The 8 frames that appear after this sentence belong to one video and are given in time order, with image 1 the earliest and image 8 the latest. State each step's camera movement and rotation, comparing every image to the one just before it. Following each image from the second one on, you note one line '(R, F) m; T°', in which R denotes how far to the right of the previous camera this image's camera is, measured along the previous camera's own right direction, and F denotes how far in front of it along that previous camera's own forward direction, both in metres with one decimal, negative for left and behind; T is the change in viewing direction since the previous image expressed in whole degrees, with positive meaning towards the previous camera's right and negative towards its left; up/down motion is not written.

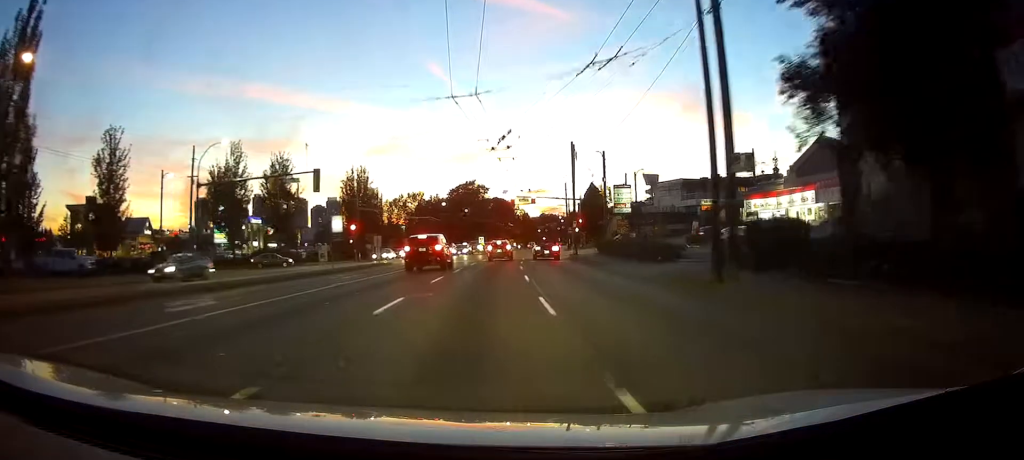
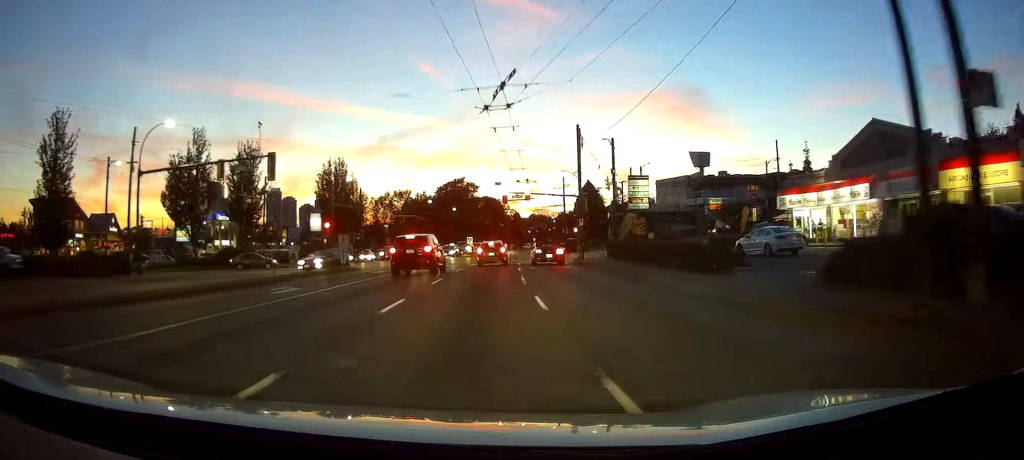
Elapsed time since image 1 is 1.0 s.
(+0.1, +8.2) m; +1°
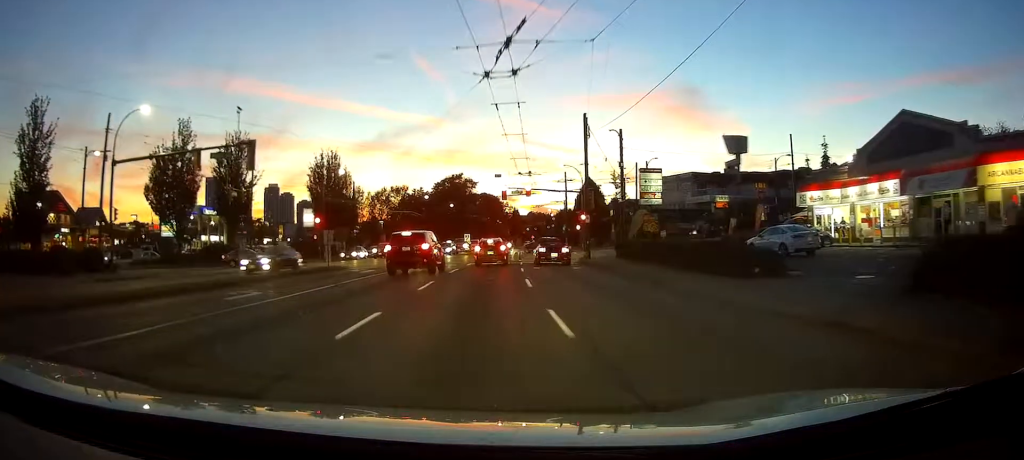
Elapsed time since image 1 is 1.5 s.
(0.0, +3.4) m; 0°
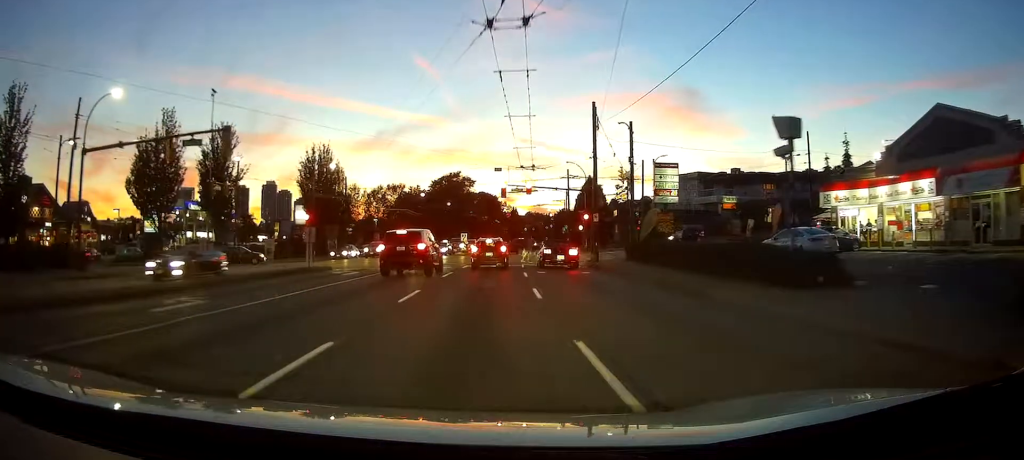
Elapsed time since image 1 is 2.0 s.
(+0.1, +3.5) m; 0°
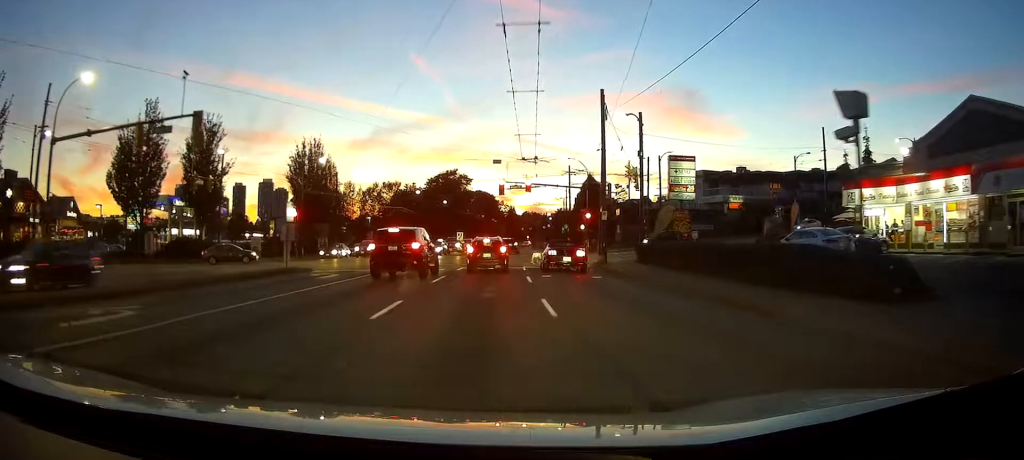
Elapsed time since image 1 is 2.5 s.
(0.0, +3.2) m; 0°
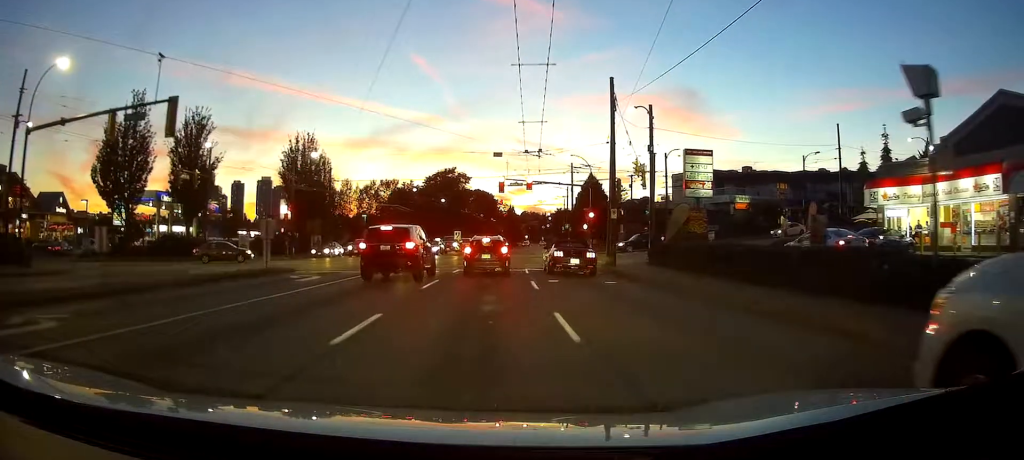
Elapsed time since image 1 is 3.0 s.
(0.0, +2.5) m; 0°
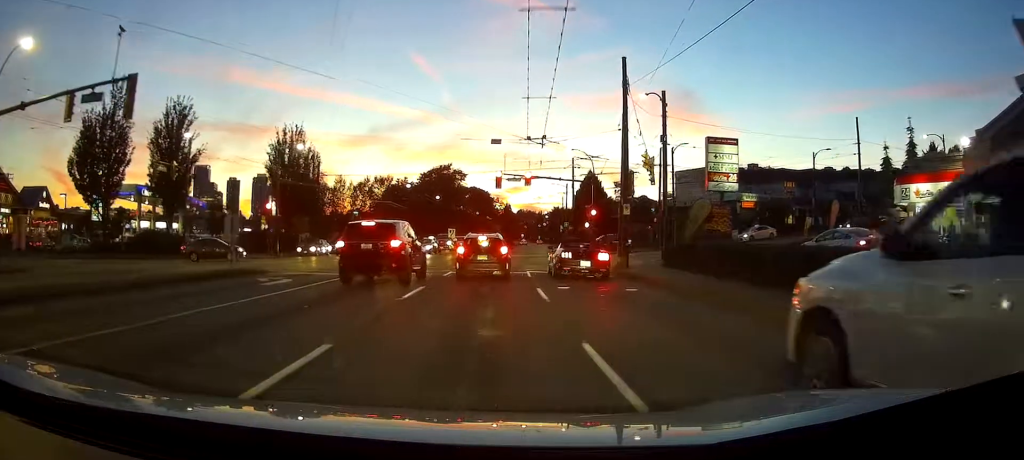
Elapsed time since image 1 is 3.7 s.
(0.0, +3.3) m; +1°
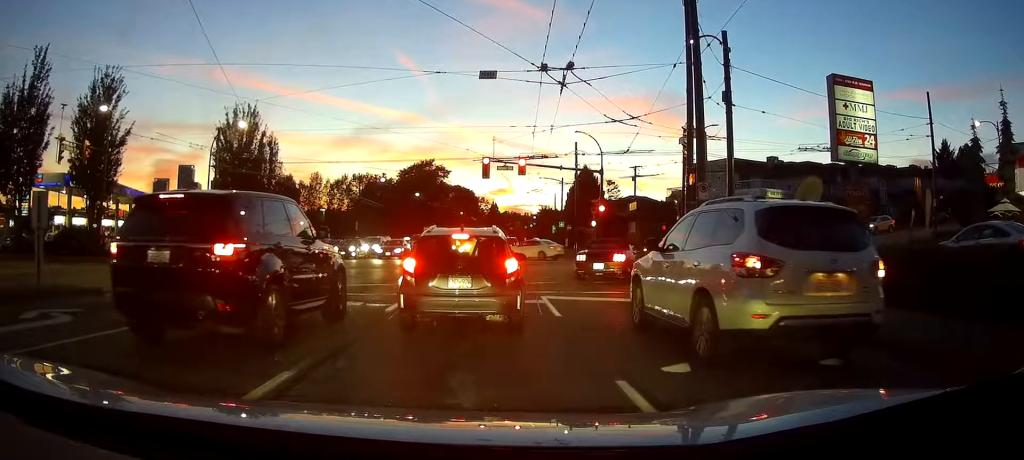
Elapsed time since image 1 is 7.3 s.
(+0.5, +10.2) m; +4°
